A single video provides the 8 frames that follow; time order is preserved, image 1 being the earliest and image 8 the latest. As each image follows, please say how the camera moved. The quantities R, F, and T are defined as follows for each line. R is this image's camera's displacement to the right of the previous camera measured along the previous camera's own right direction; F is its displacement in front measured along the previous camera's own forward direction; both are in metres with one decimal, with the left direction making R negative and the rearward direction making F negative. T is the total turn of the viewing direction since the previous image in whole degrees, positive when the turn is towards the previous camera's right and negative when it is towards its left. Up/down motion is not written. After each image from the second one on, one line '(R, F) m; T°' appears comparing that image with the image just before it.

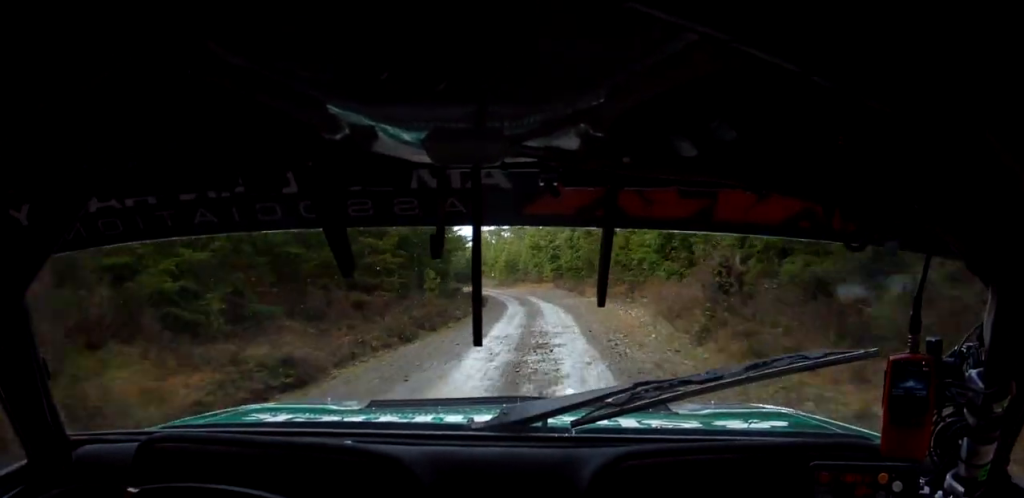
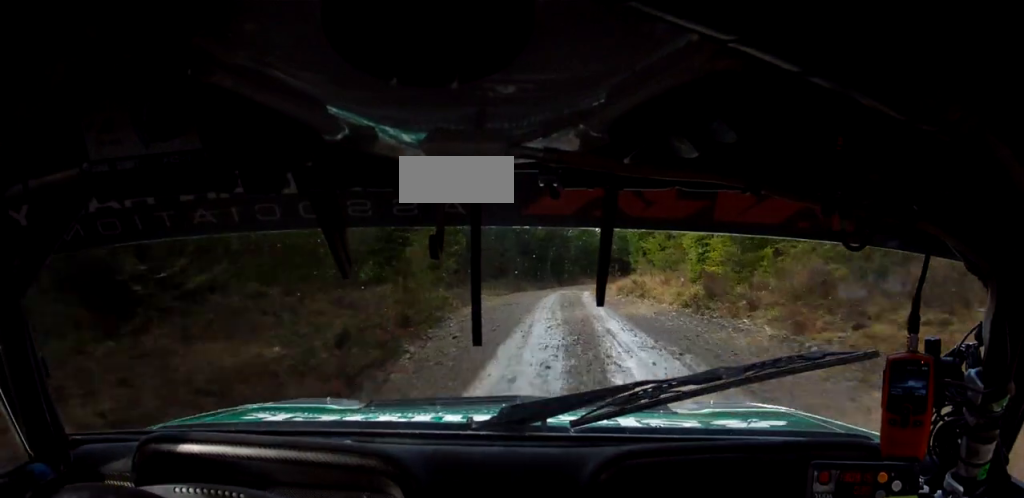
(-6.1, +84.6) m; -7°
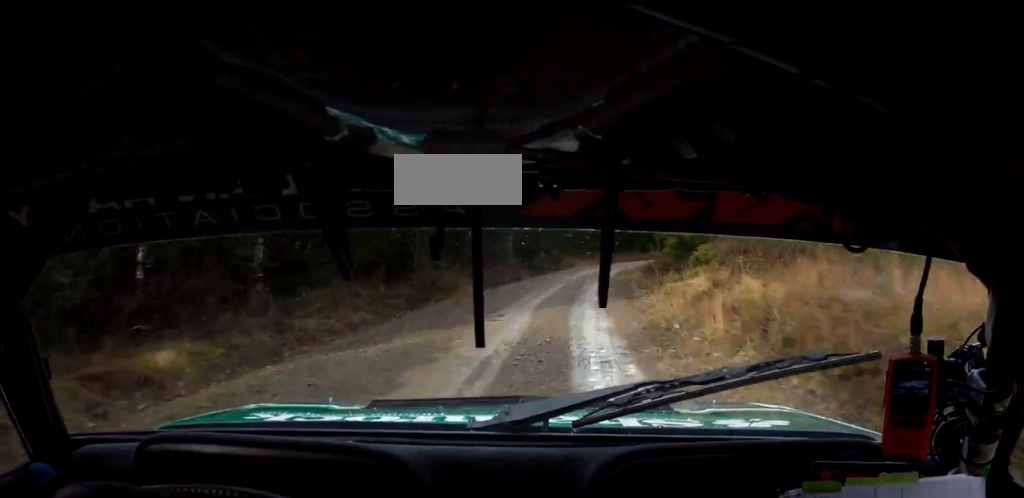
(-0.7, +35.7) m; 0°
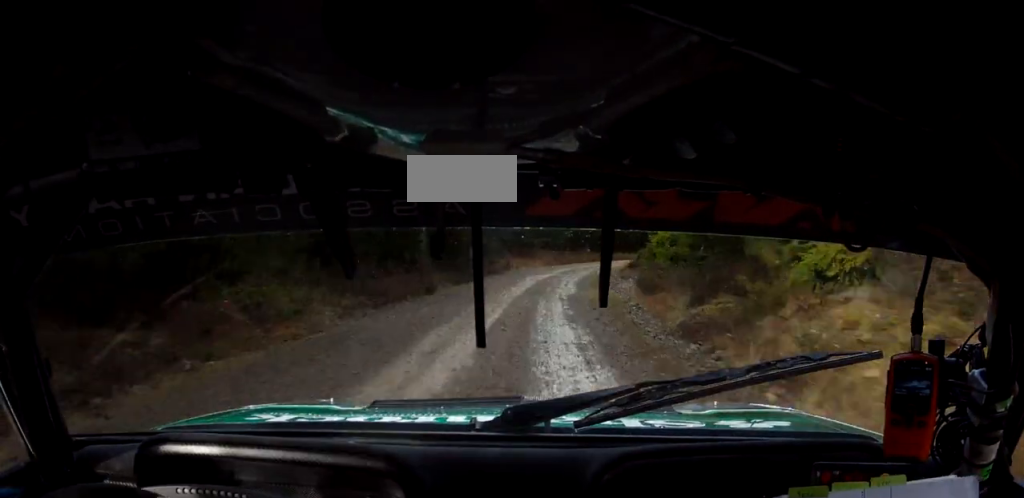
(-0.2, +16.3) m; +1°
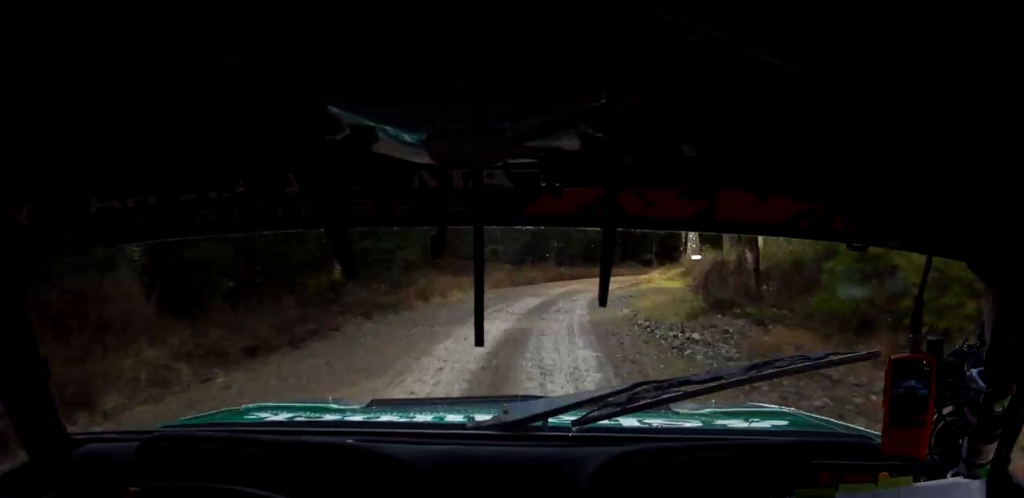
(+0.9, +22.4) m; +4°
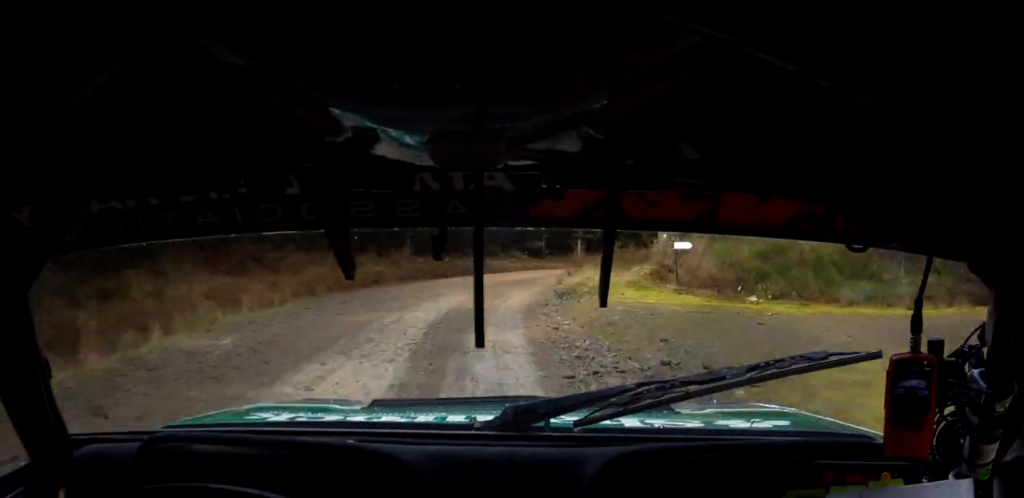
(+0.9, +18.5) m; +5°
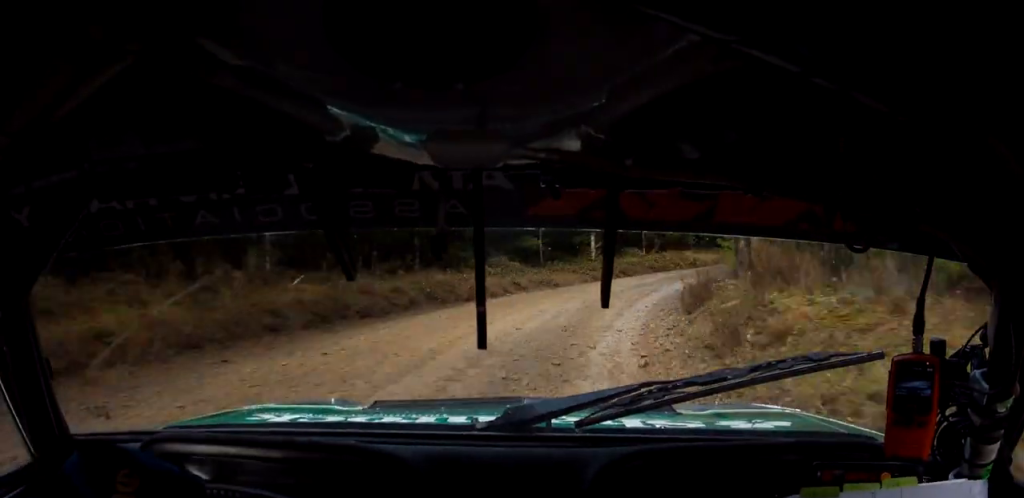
(+1.2, +20.9) m; +9°
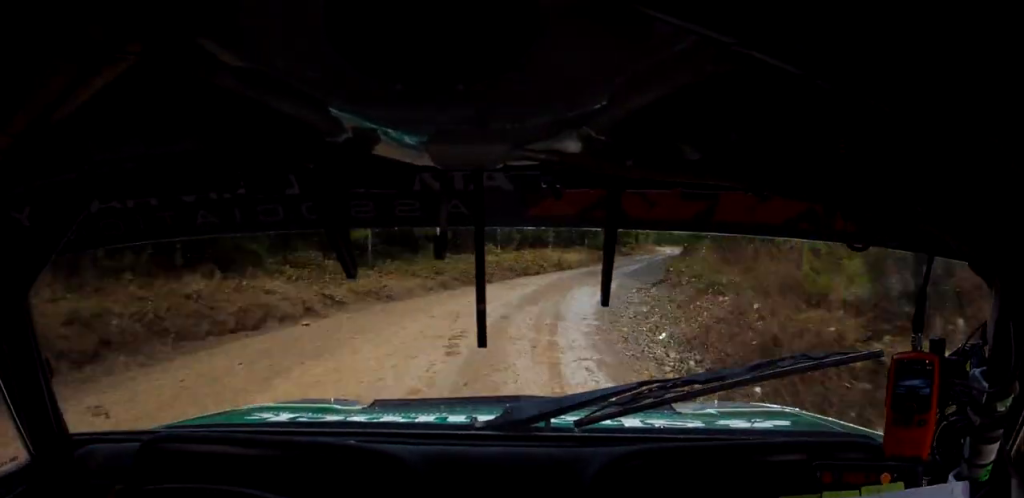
(-0.3, +10.1) m; +5°
